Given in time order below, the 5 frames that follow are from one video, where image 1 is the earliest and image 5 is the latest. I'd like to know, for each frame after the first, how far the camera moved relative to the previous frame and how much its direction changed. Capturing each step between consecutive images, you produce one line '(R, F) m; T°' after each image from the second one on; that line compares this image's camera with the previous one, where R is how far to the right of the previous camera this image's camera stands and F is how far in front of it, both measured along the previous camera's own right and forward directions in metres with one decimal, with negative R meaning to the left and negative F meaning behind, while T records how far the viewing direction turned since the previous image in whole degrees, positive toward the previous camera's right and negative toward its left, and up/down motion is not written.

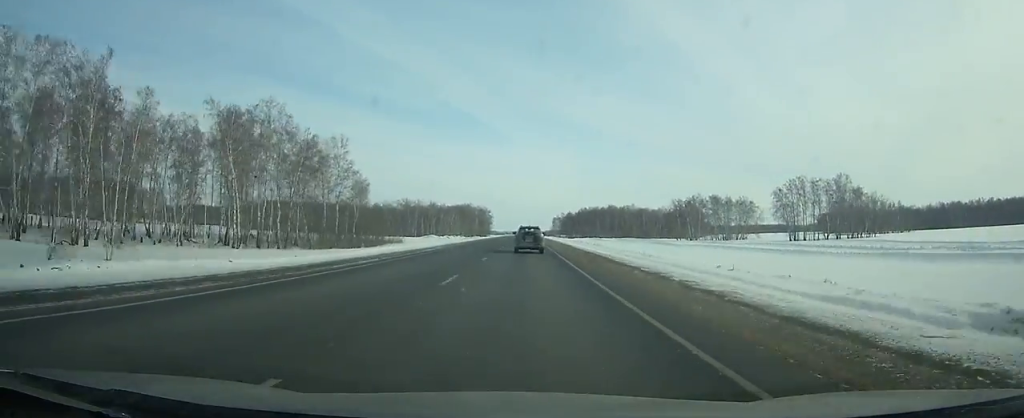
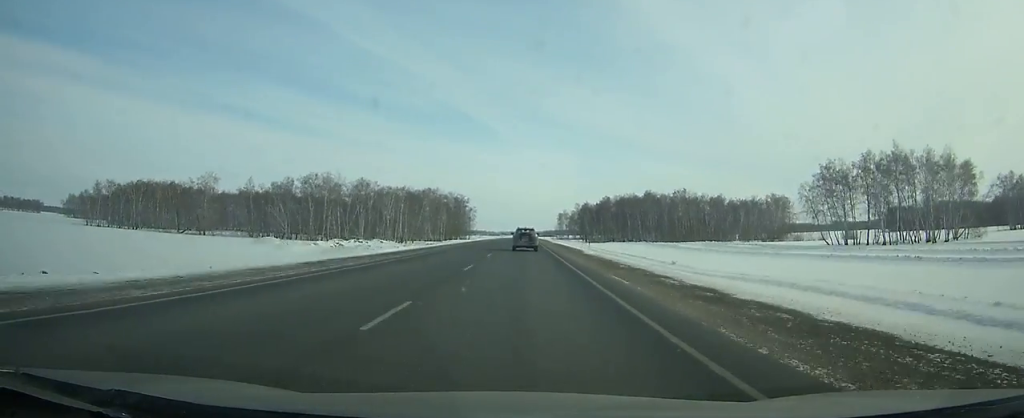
(+0.1, +139.3) m; 0°
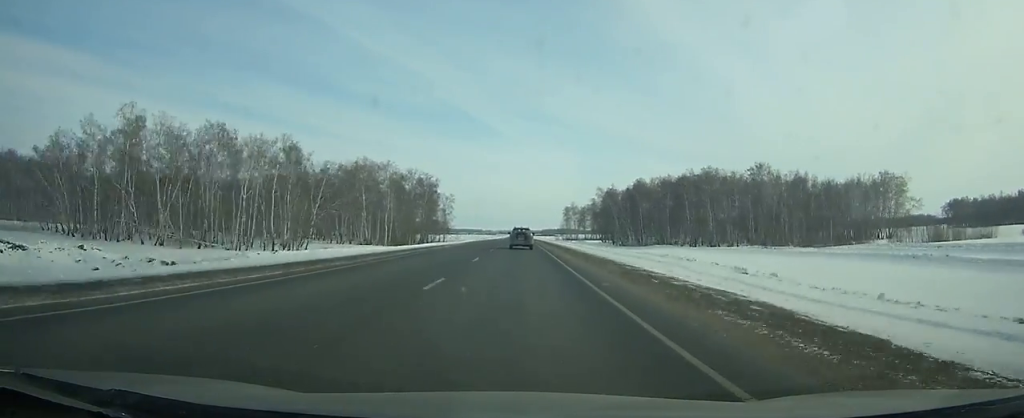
(-0.3, +92.2) m; 0°
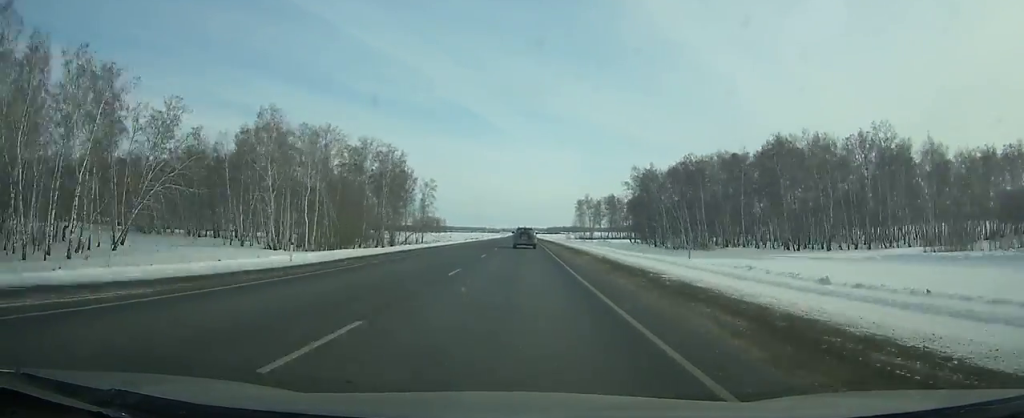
(-0.1, +54.8) m; 0°
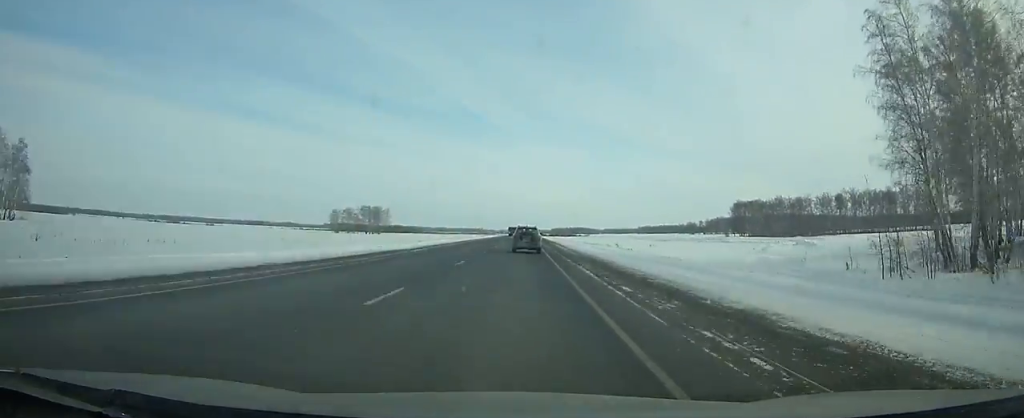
(+0.8, +258.9) m; 0°
